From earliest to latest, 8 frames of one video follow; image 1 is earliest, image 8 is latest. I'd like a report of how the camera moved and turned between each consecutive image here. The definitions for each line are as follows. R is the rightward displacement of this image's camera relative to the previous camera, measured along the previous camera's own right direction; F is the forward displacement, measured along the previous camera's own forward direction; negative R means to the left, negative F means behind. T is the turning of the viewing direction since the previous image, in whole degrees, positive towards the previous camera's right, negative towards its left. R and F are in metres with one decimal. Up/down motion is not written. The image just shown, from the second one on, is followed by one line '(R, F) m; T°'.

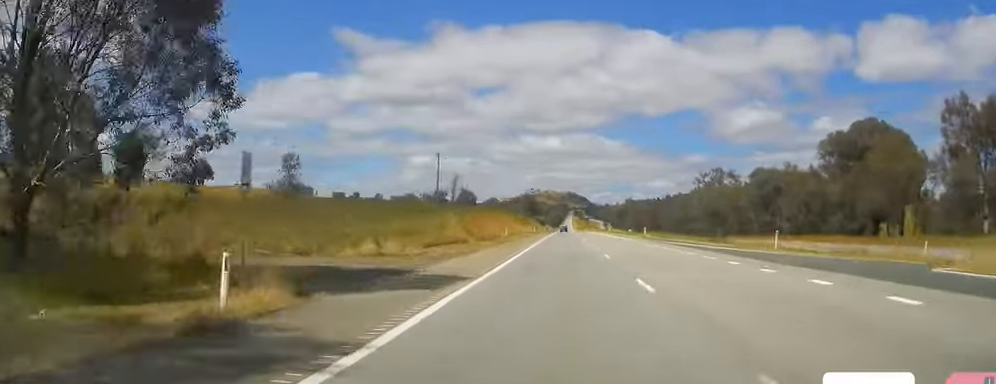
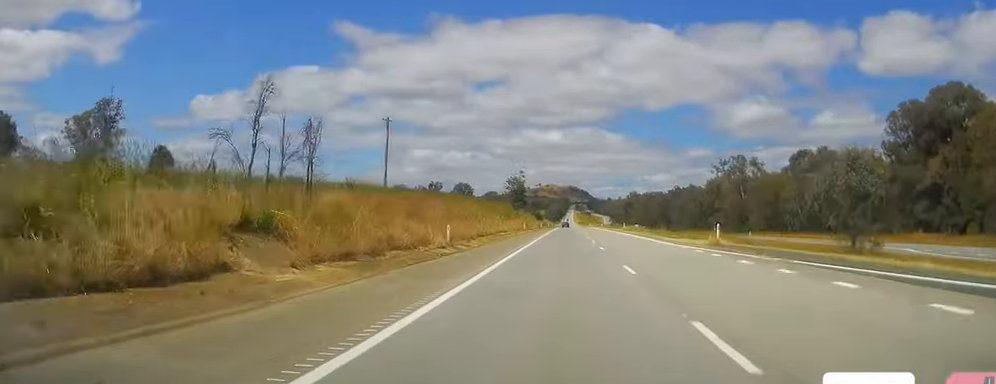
(-0.1, +32.6) m; 0°
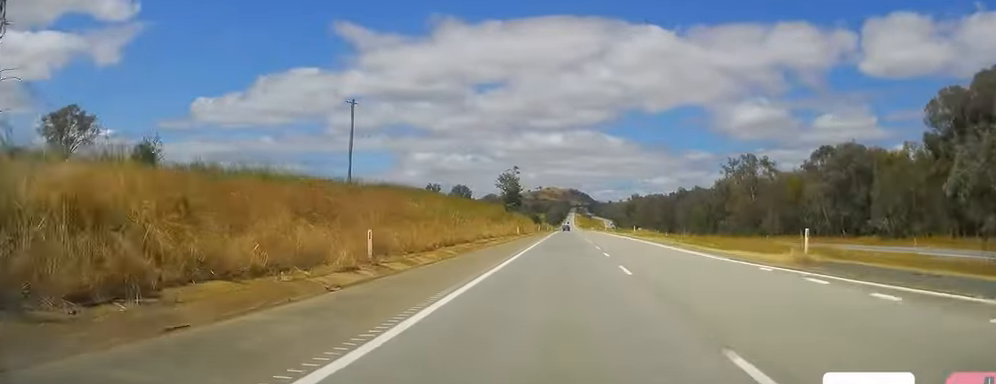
(+0.4, +13.5) m; 0°
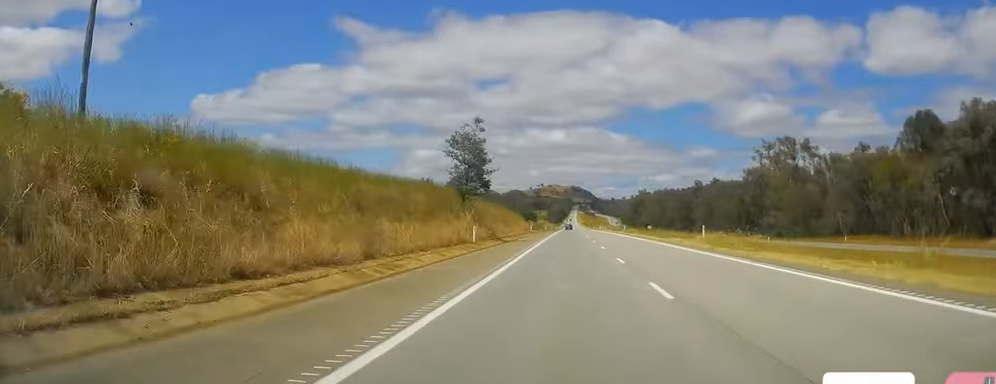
(-1.0, +39.3) m; -1°
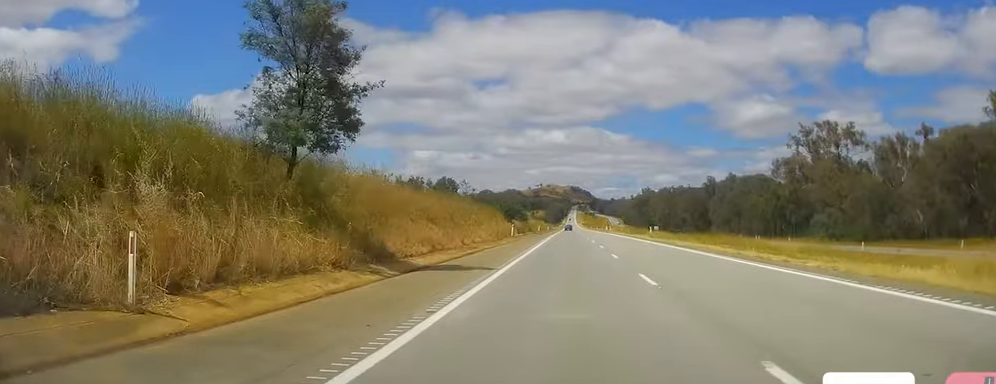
(+0.5, +32.7) m; +1°
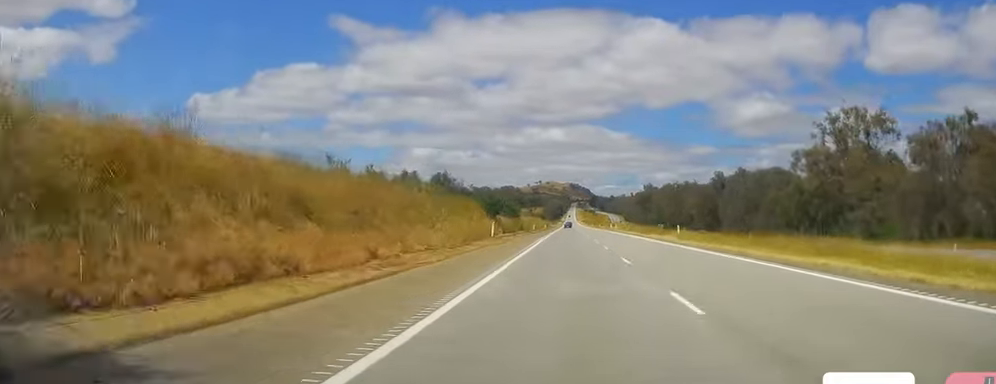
(+0.2, +17.3) m; 0°
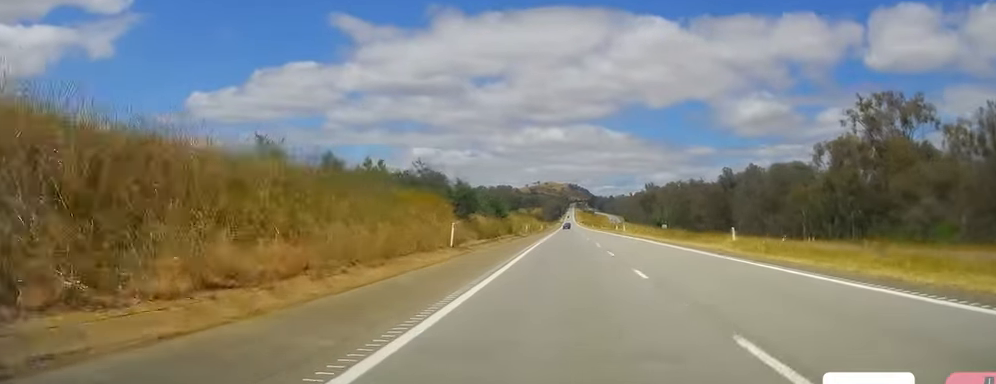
(-0.5, +17.4) m; 0°
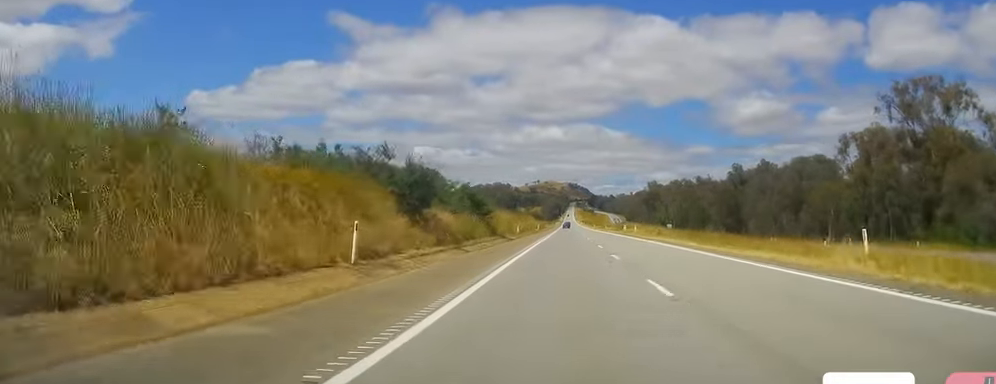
(+0.1, +15.4) m; 0°
